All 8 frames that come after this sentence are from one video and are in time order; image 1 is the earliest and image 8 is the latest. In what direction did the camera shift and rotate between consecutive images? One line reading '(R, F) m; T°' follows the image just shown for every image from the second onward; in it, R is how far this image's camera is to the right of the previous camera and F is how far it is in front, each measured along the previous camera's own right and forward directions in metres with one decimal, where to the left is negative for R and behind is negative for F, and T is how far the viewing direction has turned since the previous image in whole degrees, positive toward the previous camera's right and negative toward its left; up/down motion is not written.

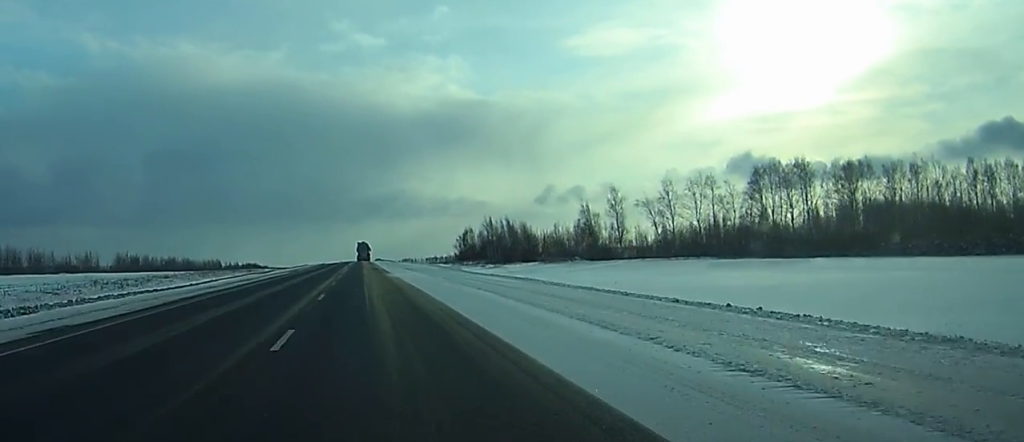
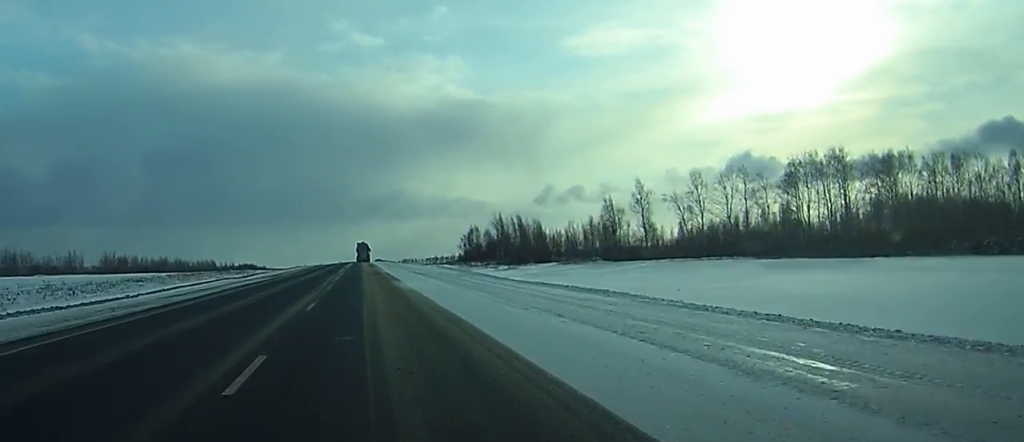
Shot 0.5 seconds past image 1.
(0.0, +15.4) m; 0°
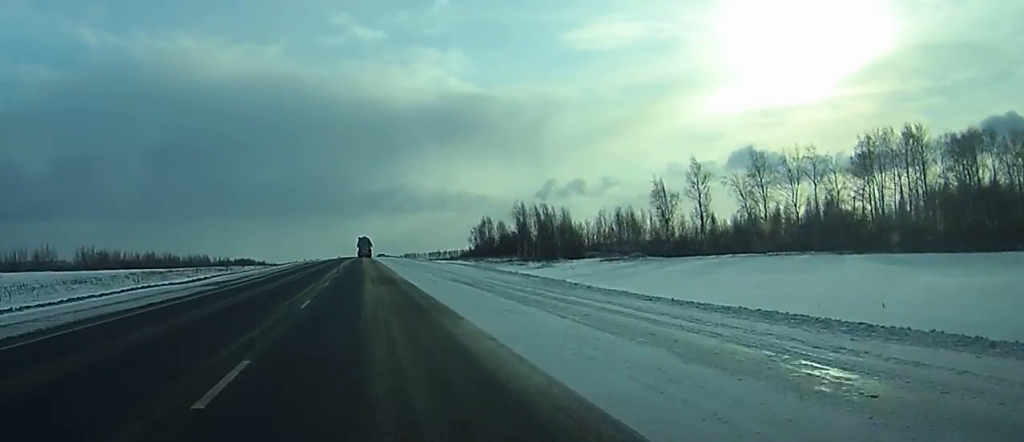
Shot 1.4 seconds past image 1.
(0.0, +25.0) m; 0°
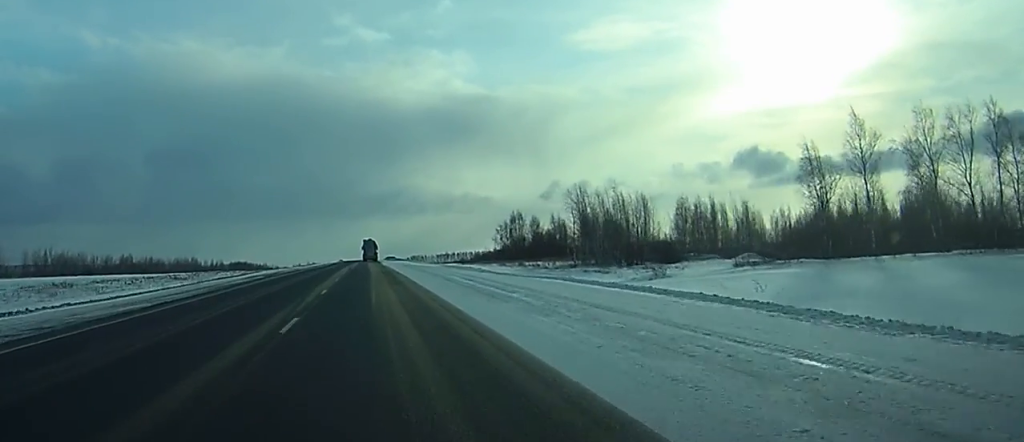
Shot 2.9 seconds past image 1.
(0.0, +41.8) m; 0°
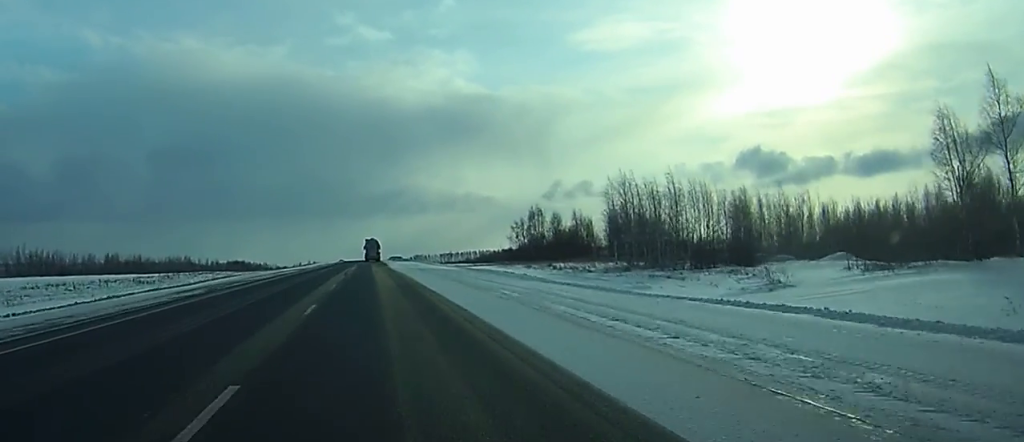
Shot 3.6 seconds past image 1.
(0.0, +20.6) m; 0°
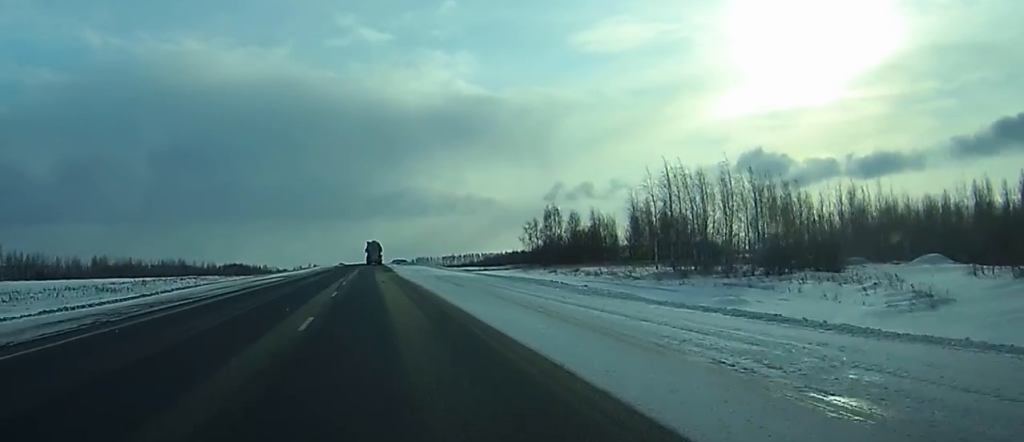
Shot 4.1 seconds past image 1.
(0.0, +14.9) m; 0°
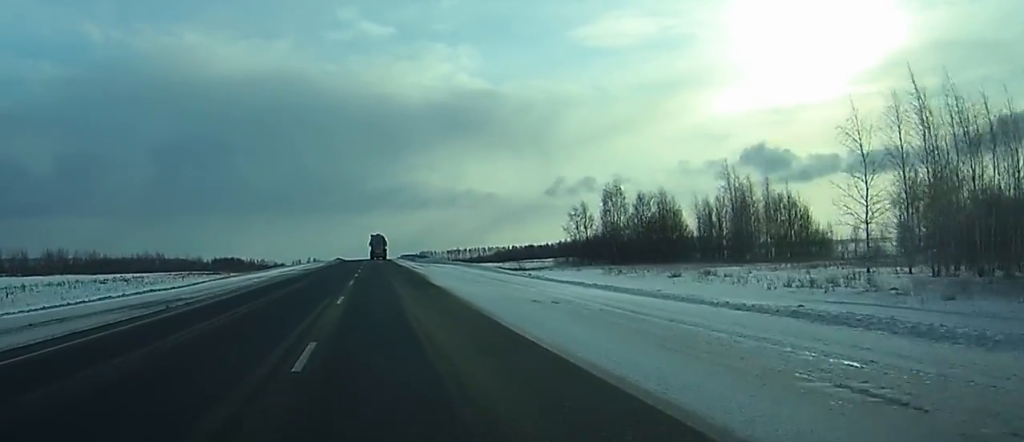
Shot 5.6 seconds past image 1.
(-0.2, +41.4) m; 0°
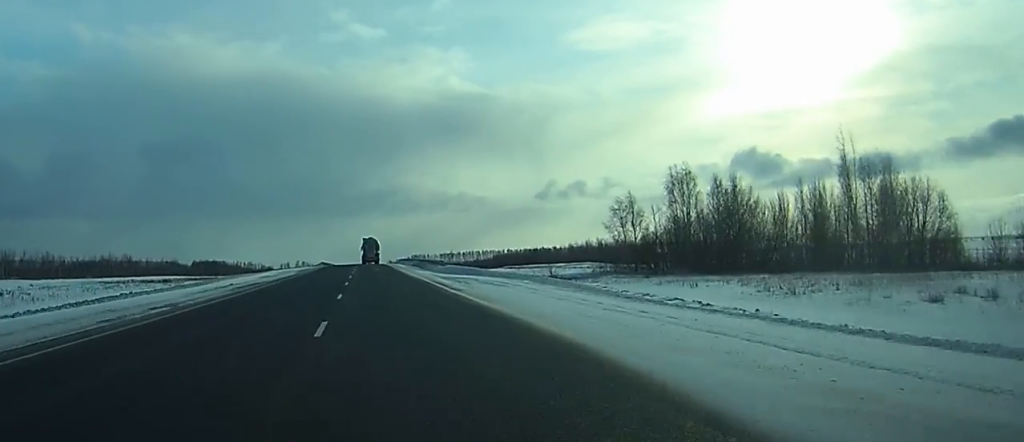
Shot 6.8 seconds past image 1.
(-0.1, +31.9) m; 0°
